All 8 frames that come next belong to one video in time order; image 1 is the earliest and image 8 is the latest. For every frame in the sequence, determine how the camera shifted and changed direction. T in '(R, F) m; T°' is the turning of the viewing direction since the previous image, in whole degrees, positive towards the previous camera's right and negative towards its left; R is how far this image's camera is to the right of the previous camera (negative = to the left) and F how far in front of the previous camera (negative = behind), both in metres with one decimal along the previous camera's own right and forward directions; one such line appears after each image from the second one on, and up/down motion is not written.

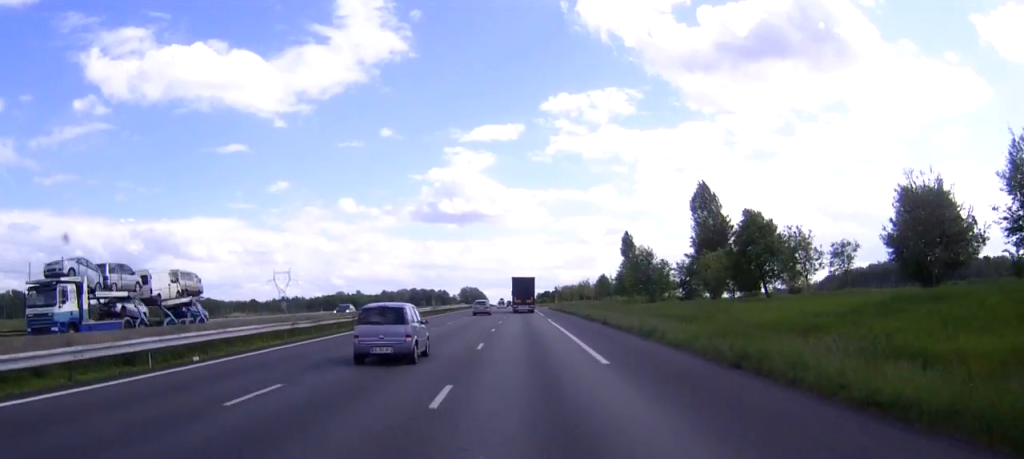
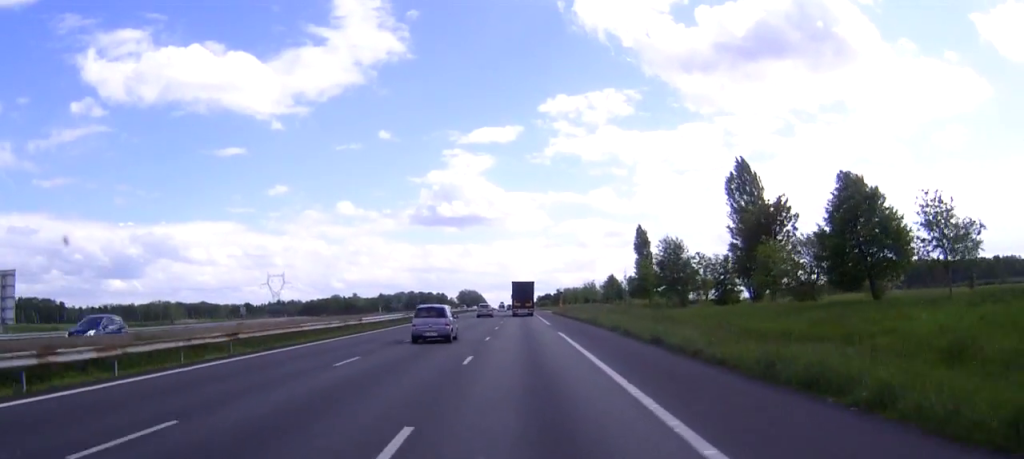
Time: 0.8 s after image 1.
(0.0, +17.8) m; 0°
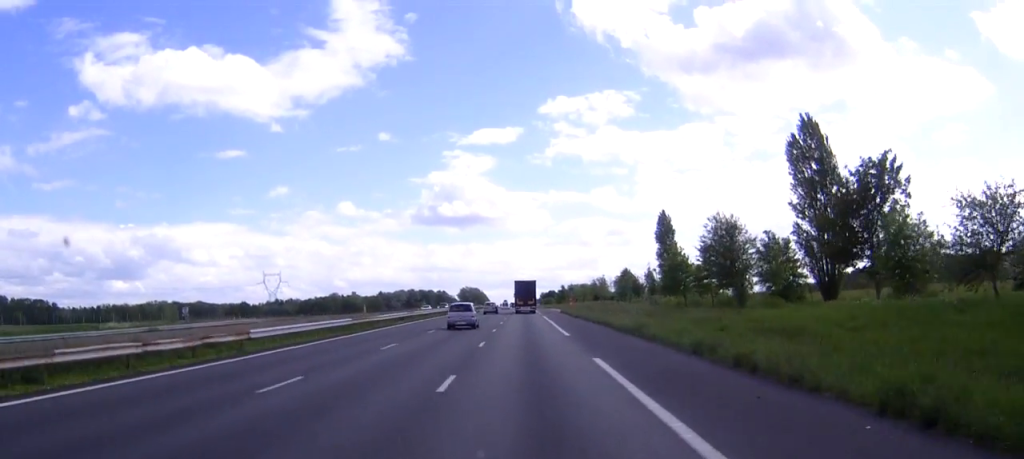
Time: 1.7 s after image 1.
(0.0, +19.2) m; 0°
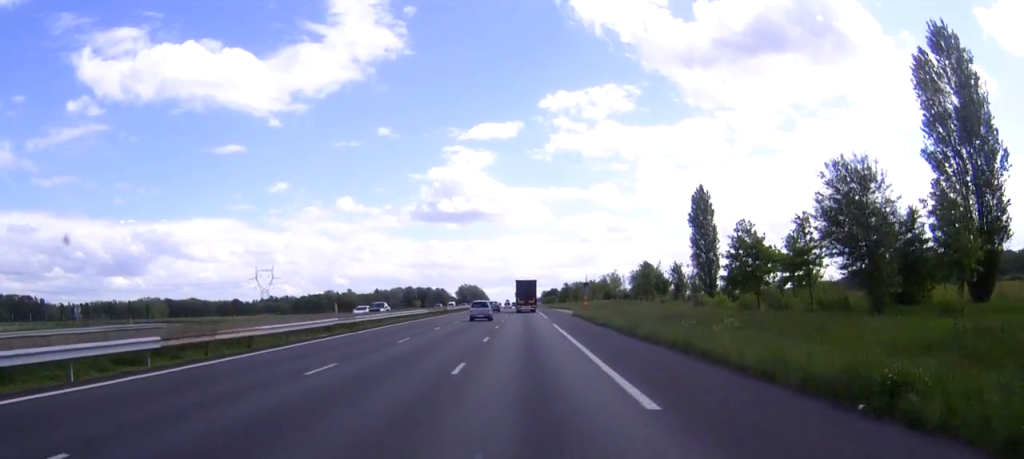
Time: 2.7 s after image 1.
(+0.1, +22.6) m; 0°
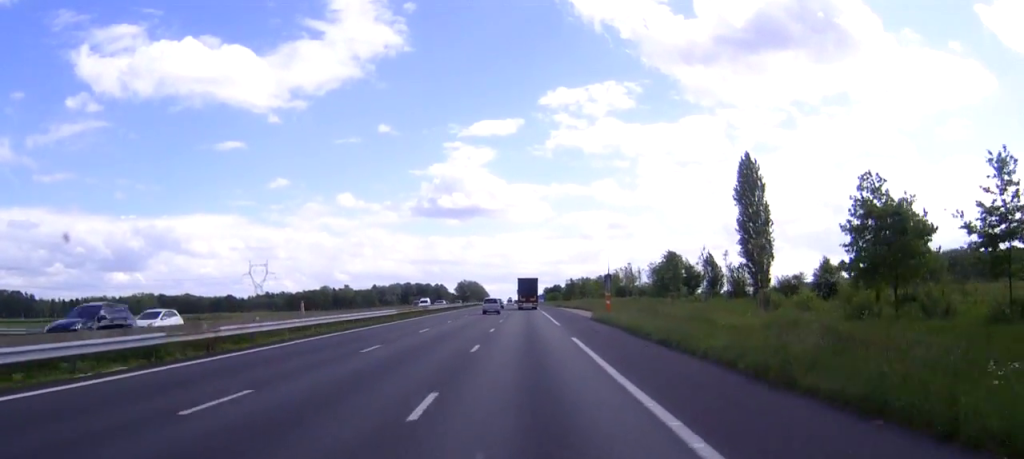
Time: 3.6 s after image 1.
(-0.1, +19.6) m; 0°
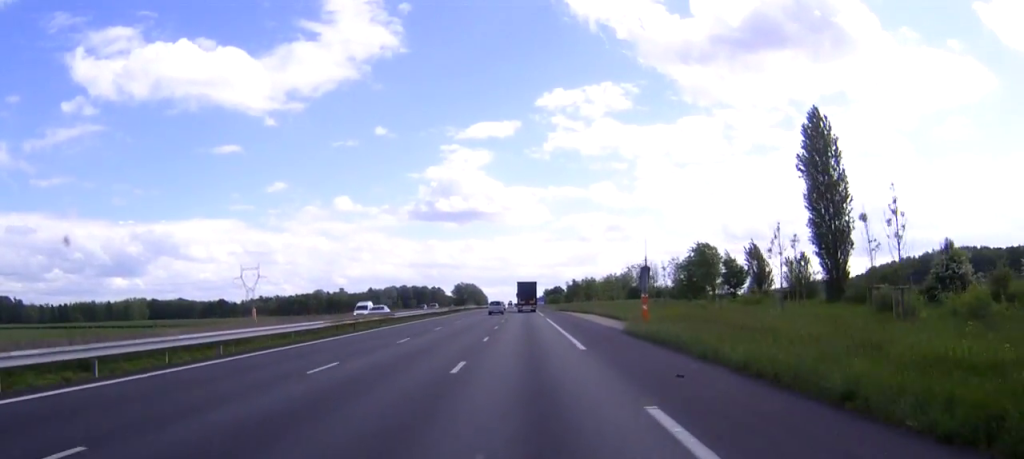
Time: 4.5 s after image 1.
(0.0, +18.9) m; 0°
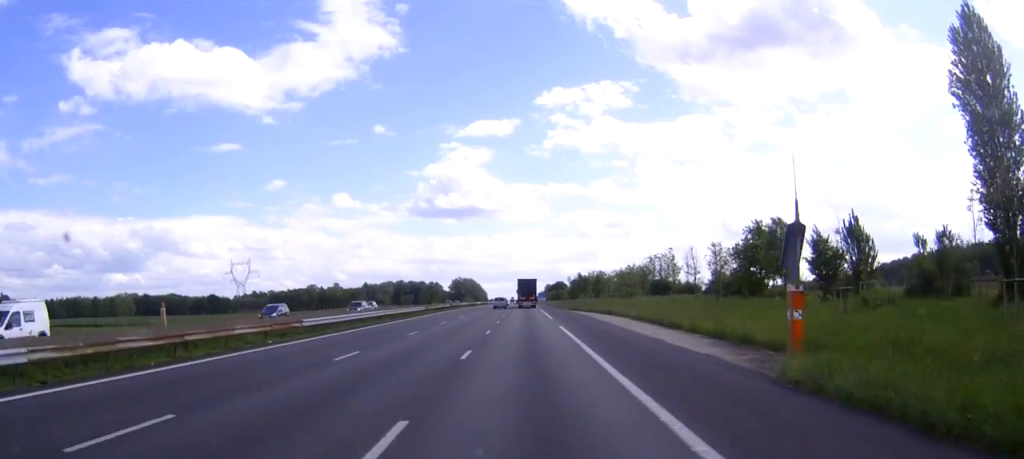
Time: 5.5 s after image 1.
(0.0, +23.2) m; 0°
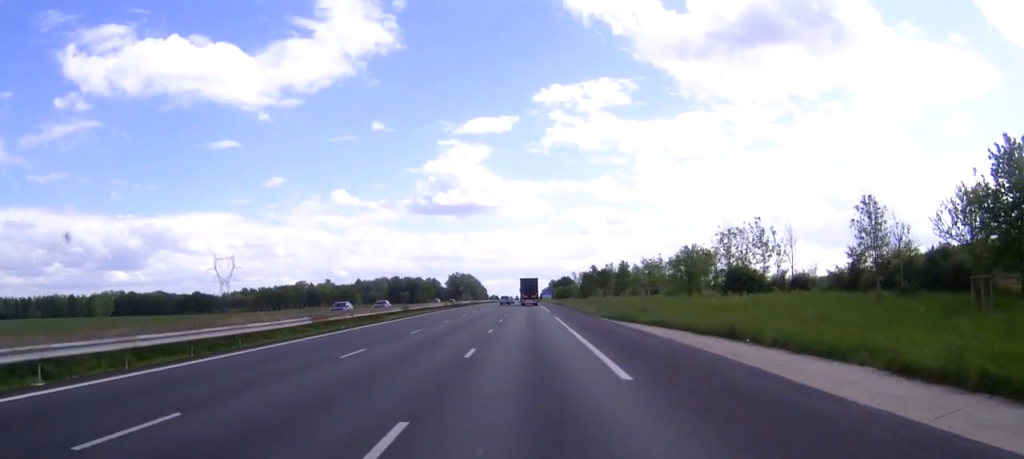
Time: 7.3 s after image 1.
(-0.1, +38.9) m; 0°
